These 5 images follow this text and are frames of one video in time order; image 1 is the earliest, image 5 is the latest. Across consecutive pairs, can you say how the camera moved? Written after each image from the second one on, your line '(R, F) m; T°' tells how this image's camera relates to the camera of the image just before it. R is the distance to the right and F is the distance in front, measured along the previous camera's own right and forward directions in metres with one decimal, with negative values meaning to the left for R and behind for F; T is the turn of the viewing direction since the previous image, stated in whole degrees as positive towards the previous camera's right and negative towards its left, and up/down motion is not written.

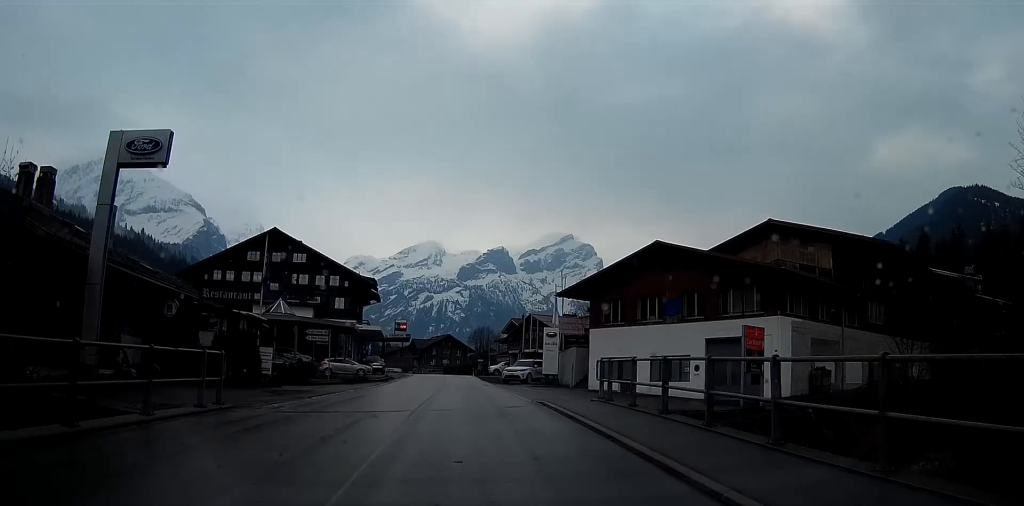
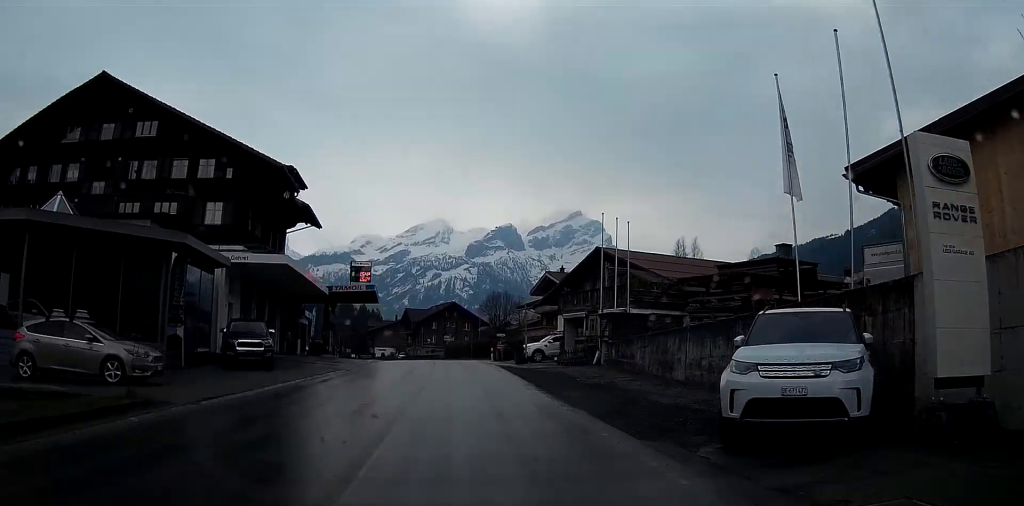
(+0.2, +43.2) m; 0°
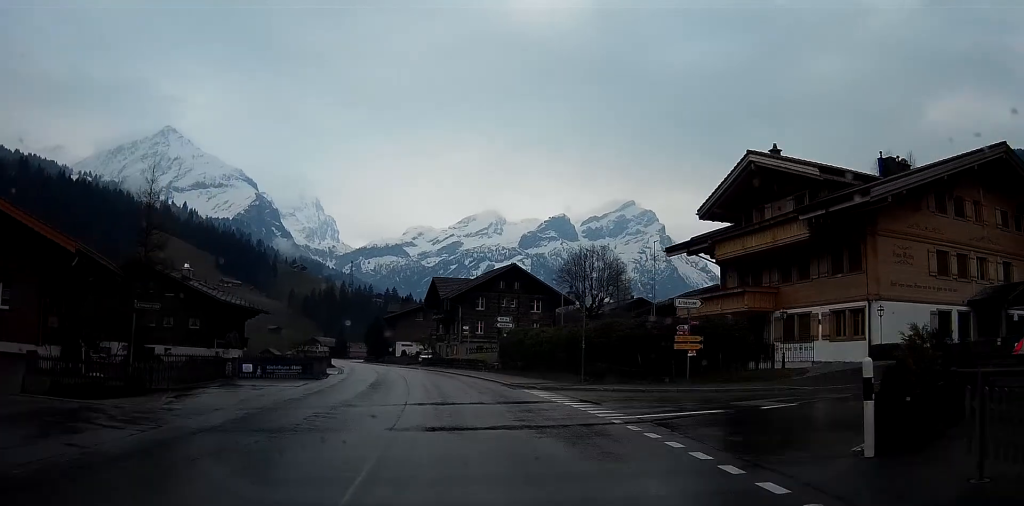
(-1.4, +53.5) m; -4°
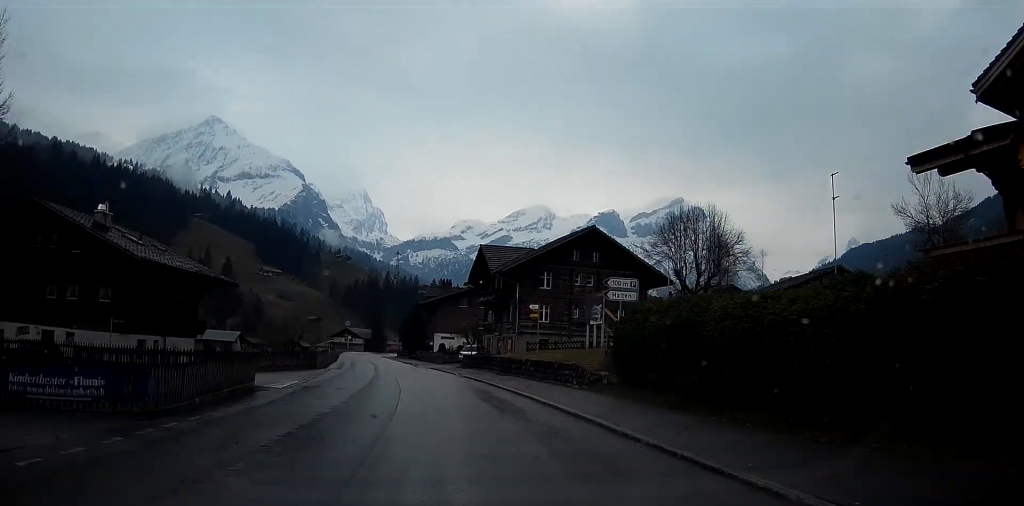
(-0.7, +21.4) m; -4°
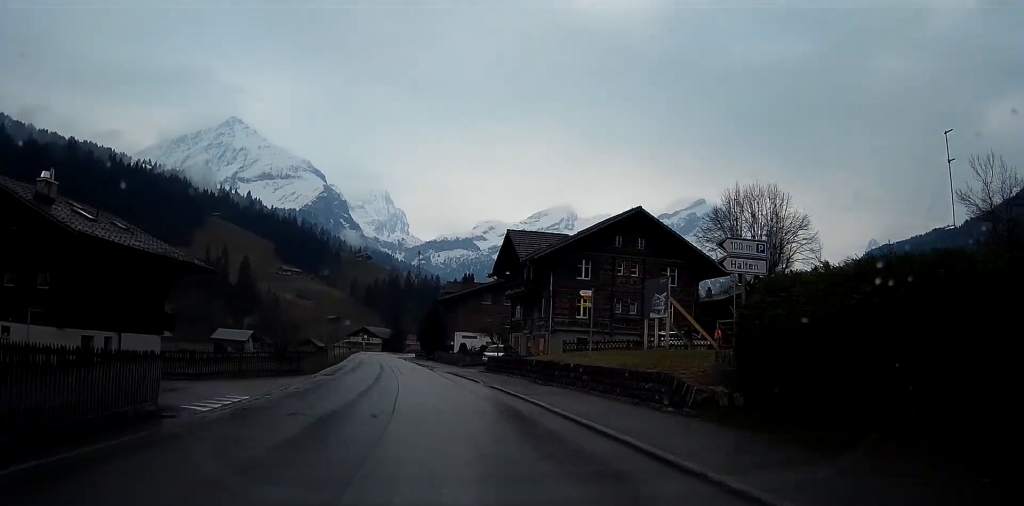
(-0.2, +8.0) m; -2°
